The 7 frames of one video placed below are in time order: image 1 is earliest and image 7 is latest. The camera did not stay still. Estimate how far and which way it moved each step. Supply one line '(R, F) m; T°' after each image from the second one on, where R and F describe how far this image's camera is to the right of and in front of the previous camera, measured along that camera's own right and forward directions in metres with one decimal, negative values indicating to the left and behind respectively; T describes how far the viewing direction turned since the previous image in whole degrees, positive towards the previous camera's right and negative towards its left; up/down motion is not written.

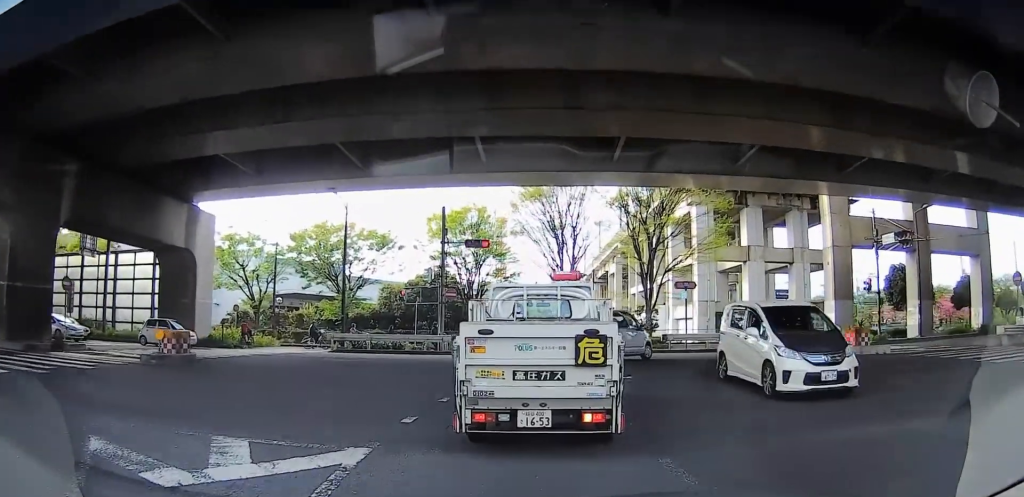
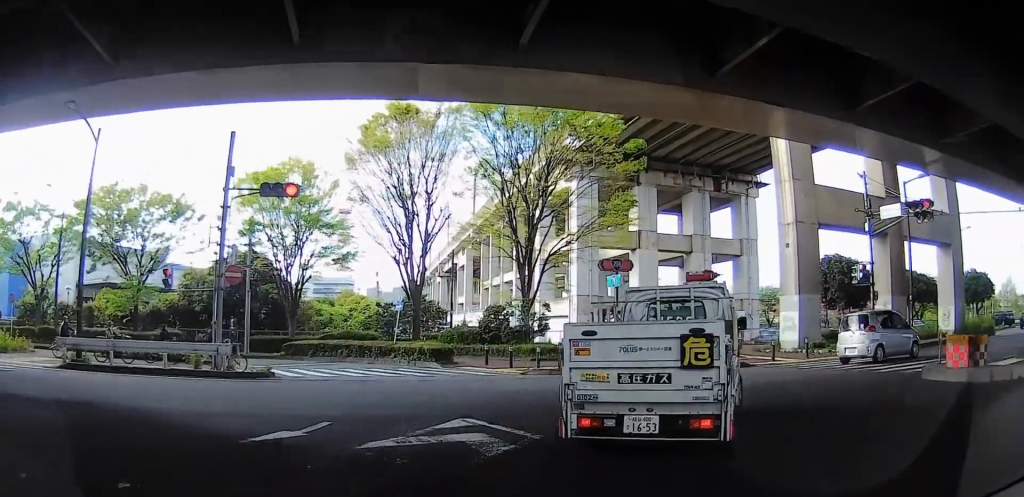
(+1.2, +13.3) m; +3°
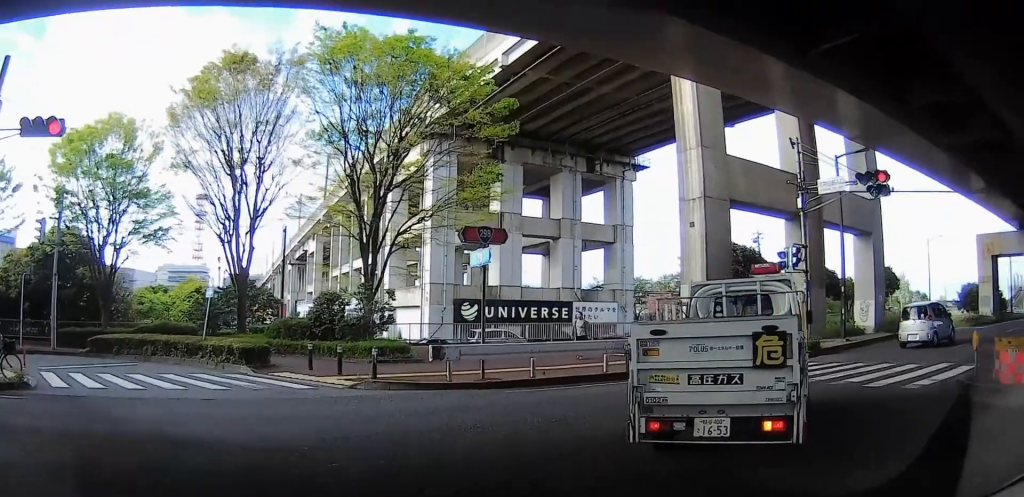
(-0.3, +5.4) m; -3°
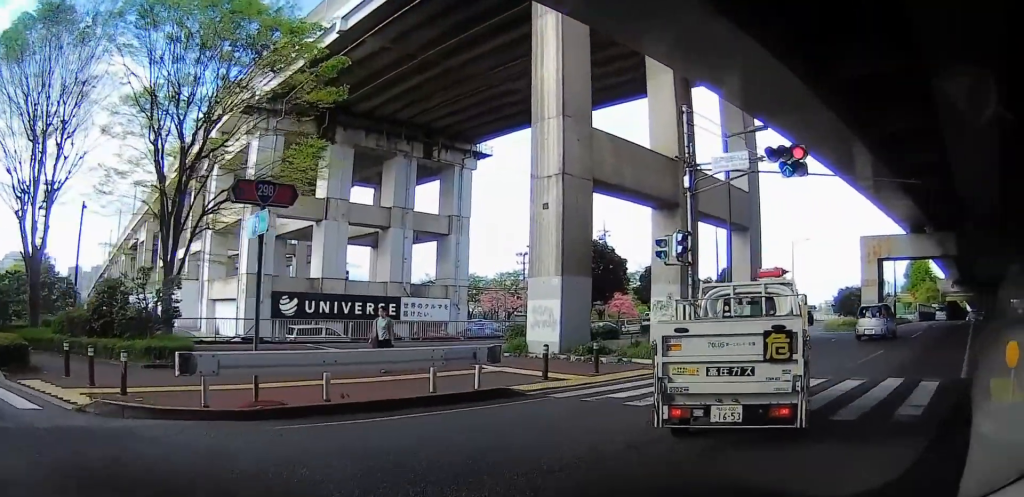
(+0.1, +4.1) m; +15°
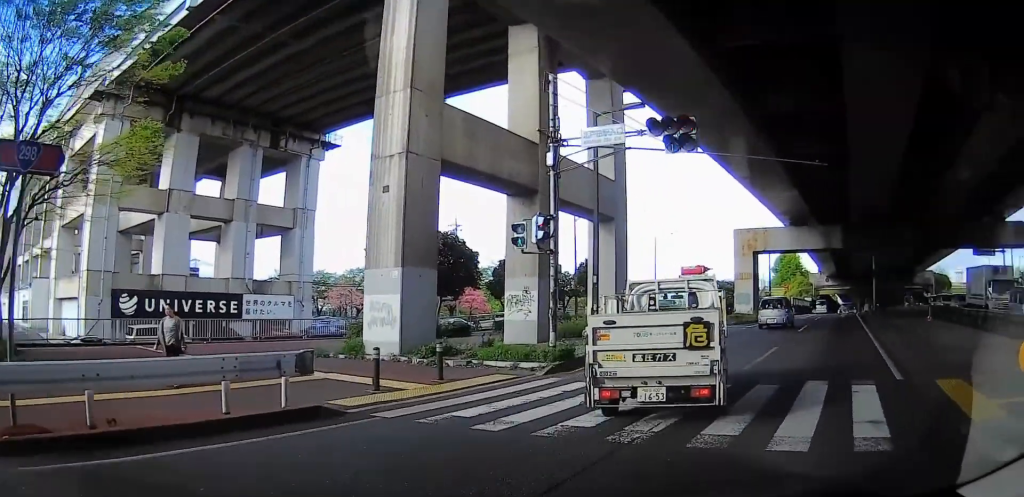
(+0.3, +2.2) m; +16°
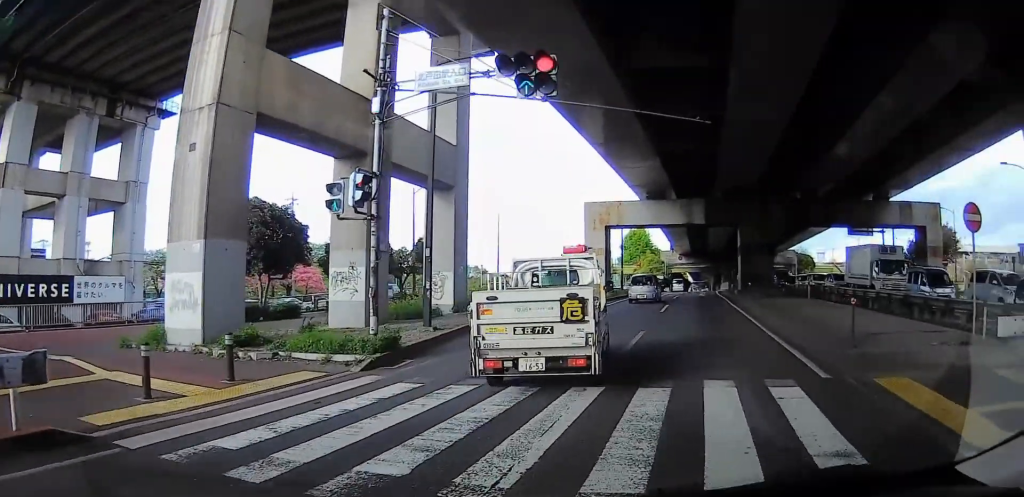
(+0.3, +2.2) m; +20°
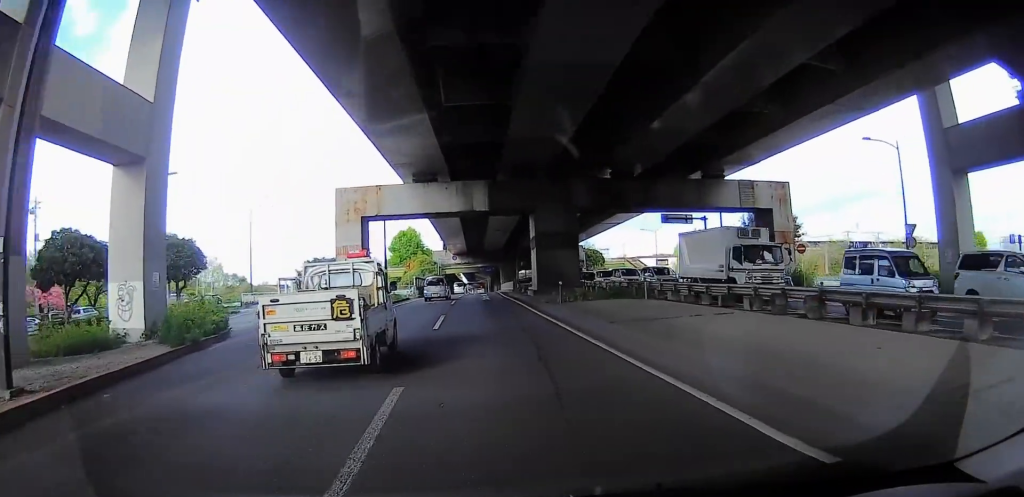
(+1.7, +3.0) m; +35°
